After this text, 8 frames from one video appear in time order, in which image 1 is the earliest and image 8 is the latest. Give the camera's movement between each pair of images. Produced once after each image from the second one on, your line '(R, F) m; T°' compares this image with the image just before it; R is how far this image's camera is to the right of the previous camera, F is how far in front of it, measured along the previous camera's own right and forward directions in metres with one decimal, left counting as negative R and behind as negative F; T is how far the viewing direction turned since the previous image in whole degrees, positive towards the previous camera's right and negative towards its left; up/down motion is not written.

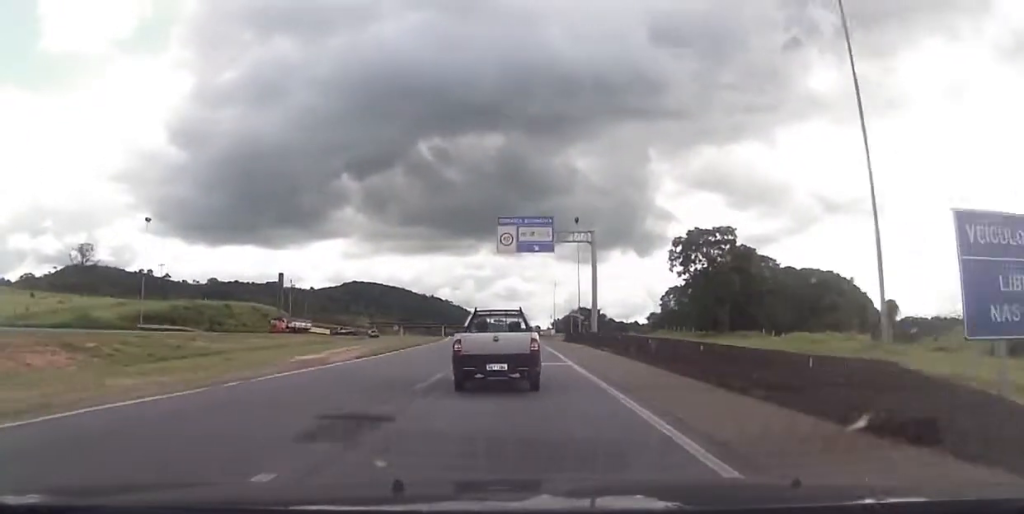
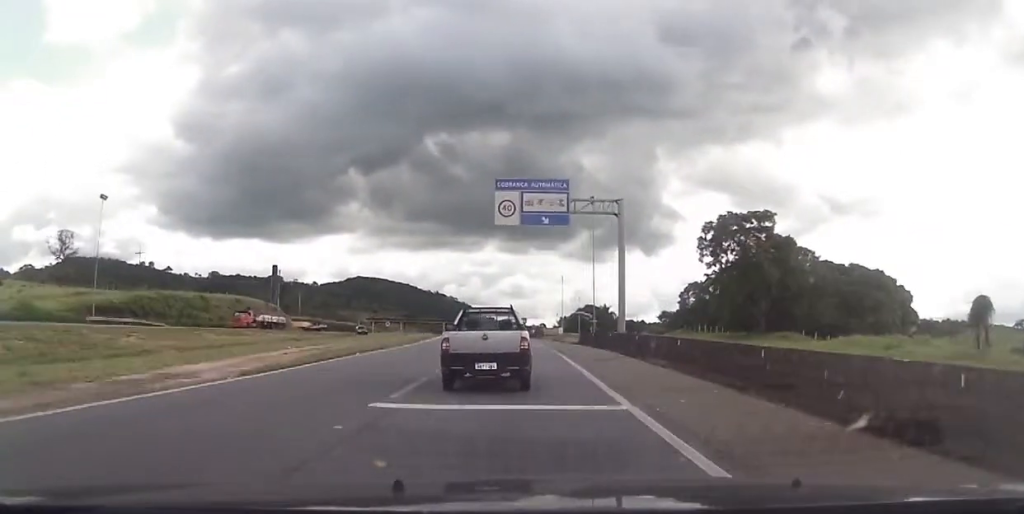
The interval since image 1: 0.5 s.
(0.0, +13.1) m; 0°
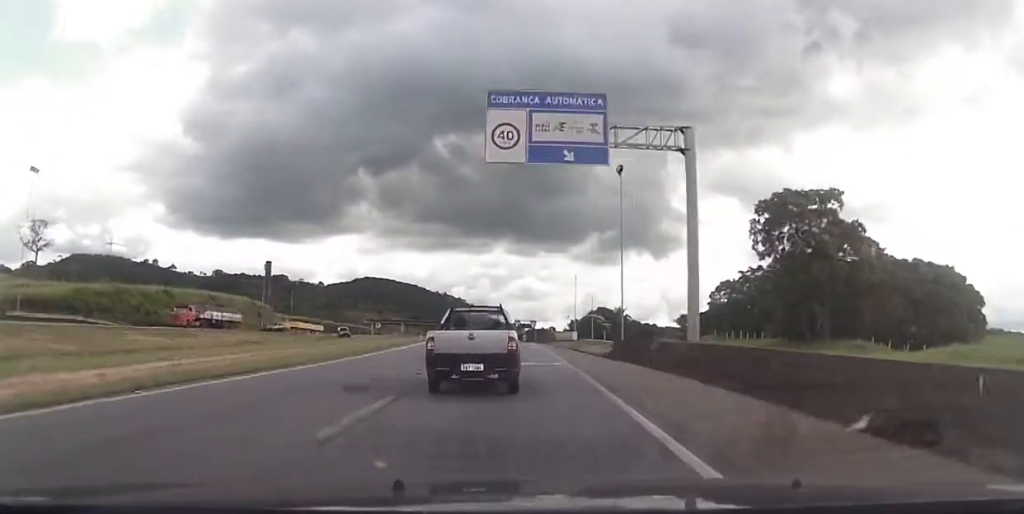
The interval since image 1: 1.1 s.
(0.0, +16.2) m; -1°
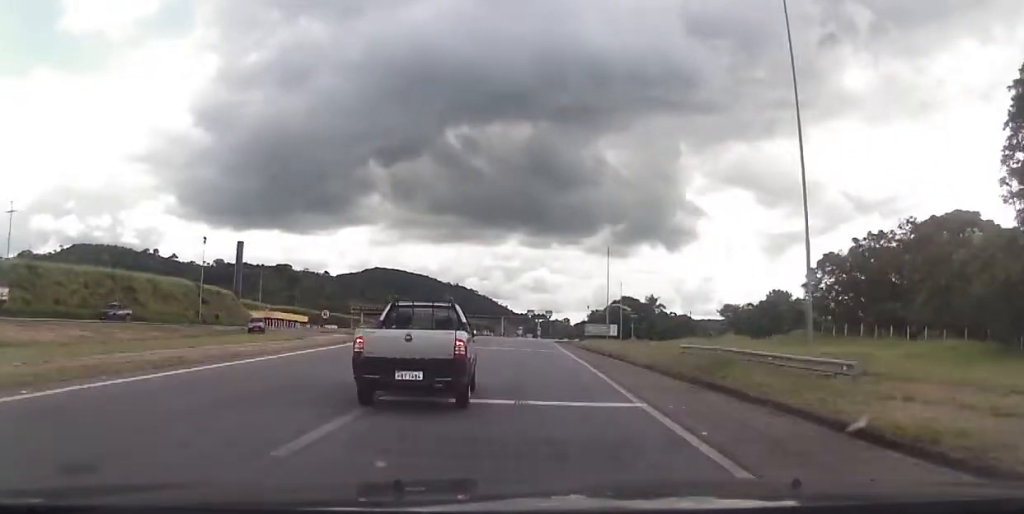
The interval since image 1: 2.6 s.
(-0.9, +37.3) m; -2°
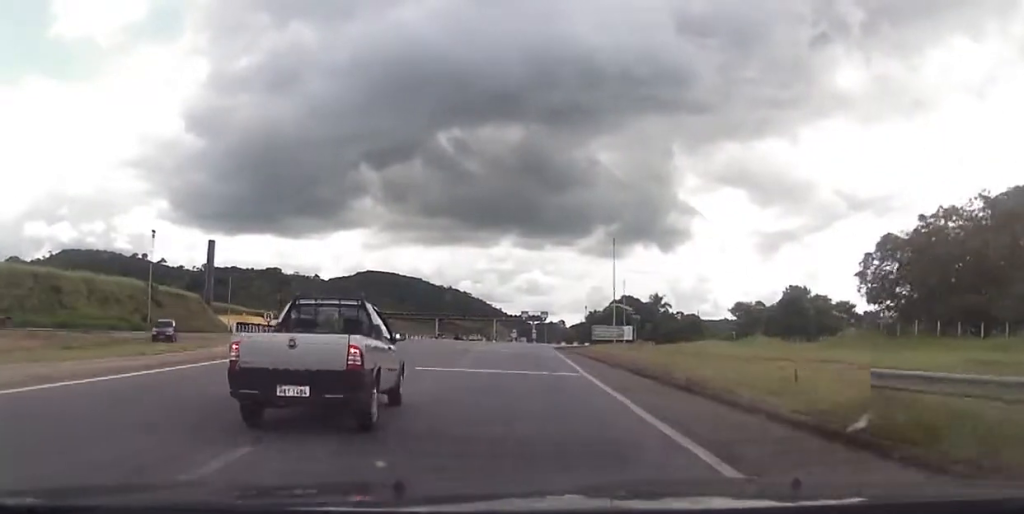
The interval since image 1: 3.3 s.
(0.0, +16.1) m; 0°
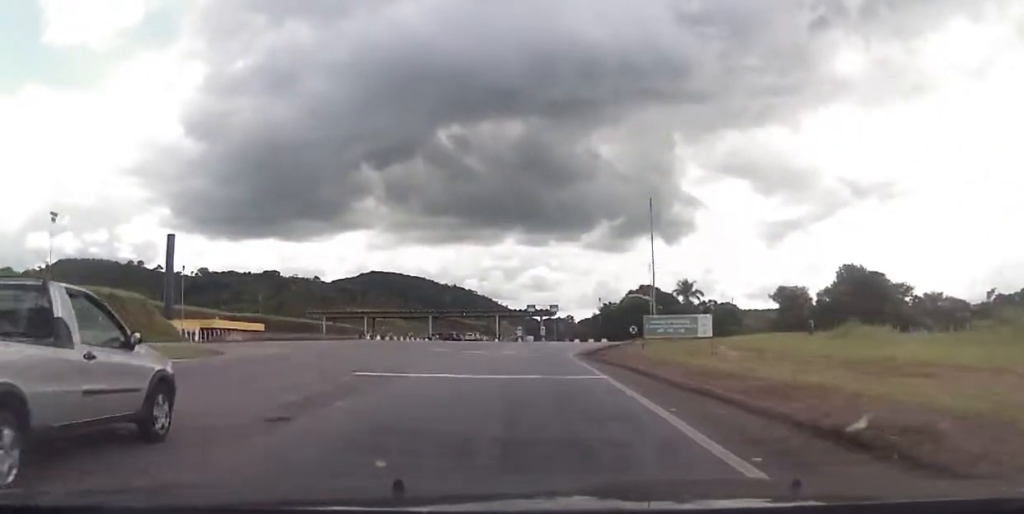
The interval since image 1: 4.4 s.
(0.0, +27.0) m; 0°
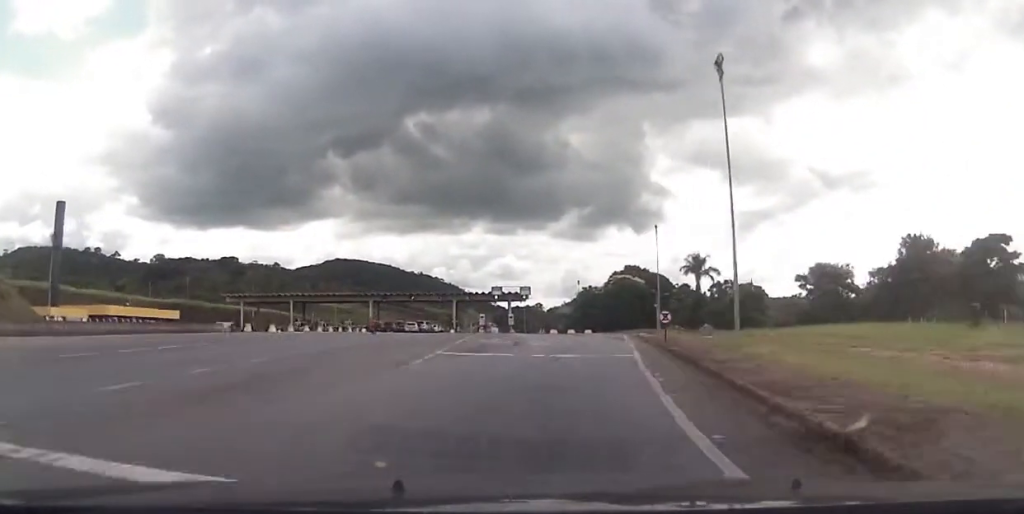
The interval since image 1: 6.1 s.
(+0.2, +36.6) m; +2°
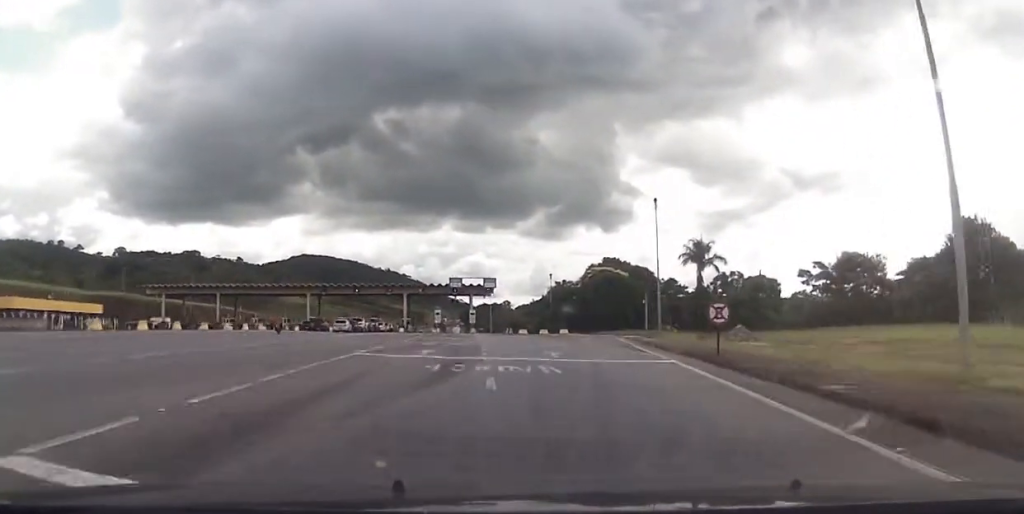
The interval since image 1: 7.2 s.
(+0.6, +22.8) m; +2°
